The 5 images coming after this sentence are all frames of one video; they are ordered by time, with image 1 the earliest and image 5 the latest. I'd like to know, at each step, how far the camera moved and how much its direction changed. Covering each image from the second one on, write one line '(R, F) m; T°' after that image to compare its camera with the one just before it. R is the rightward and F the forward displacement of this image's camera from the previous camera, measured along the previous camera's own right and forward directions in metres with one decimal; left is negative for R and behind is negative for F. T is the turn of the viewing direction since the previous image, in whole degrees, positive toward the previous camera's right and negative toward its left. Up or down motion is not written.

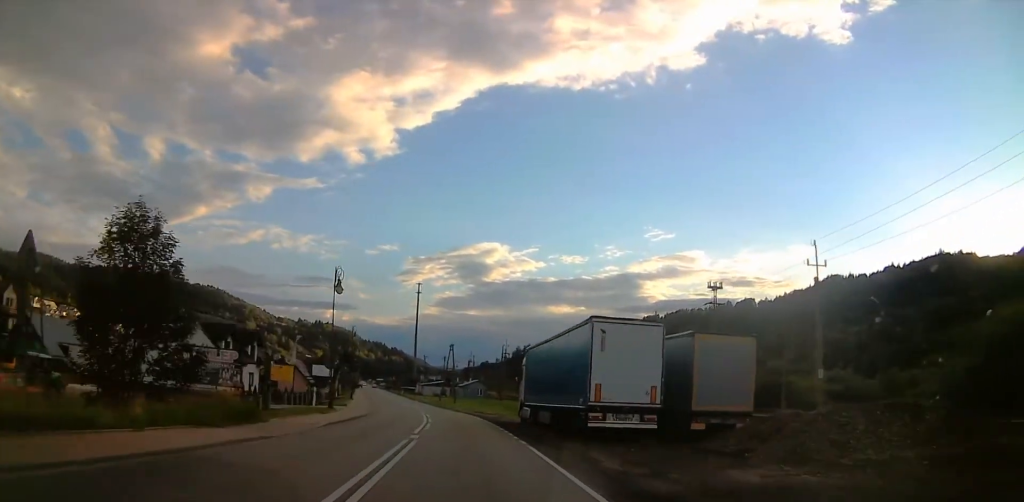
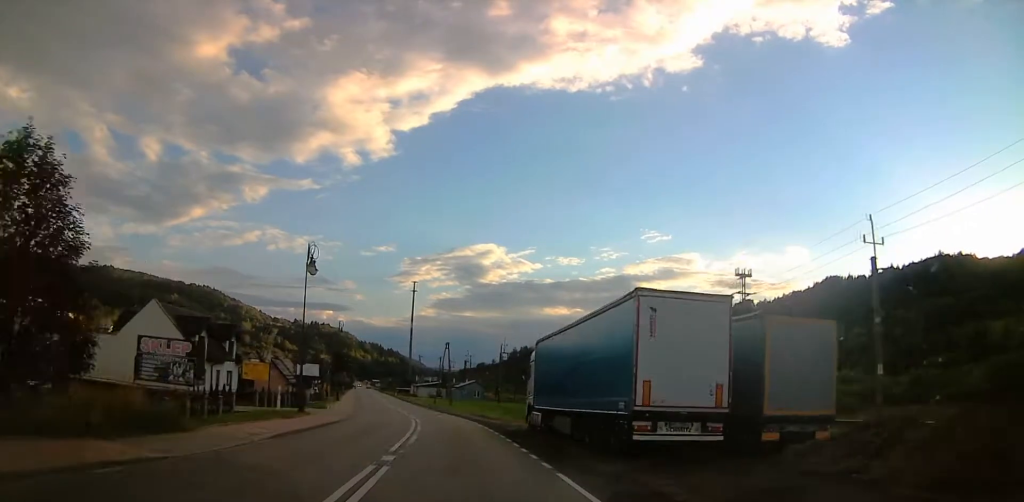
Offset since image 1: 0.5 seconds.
(+0.1, +4.7) m; +2°
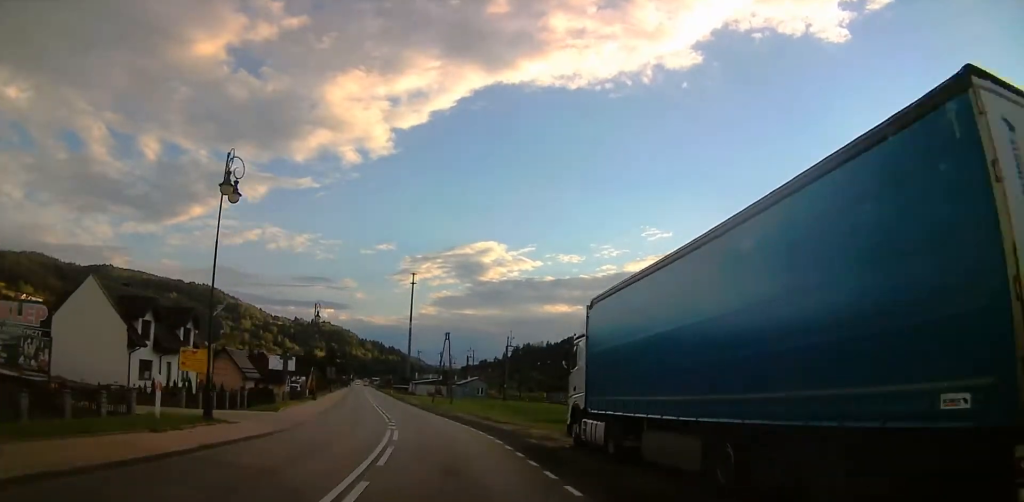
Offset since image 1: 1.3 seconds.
(+0.3, +9.4) m; +3°
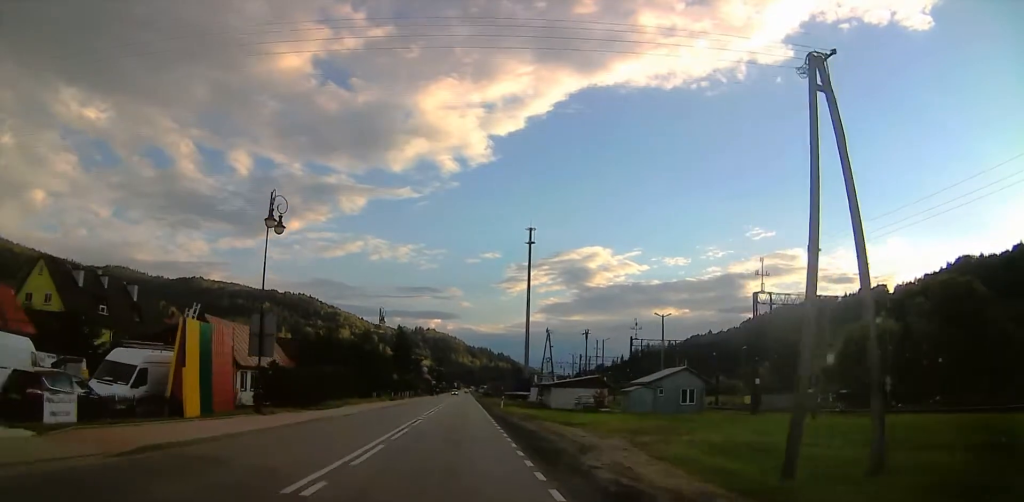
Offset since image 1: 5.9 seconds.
(-0.8, +62.2) m; -2°
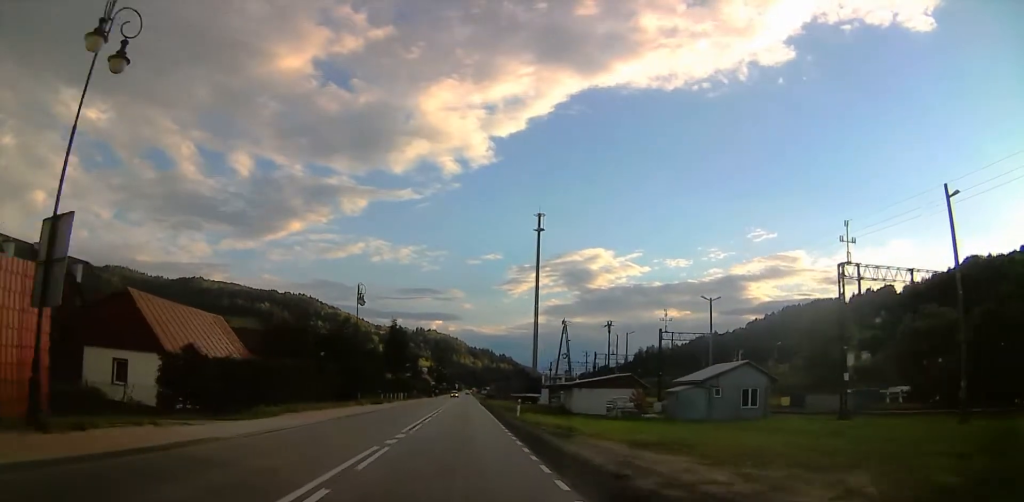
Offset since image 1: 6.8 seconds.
(+0.4, +12.5) m; -1°
